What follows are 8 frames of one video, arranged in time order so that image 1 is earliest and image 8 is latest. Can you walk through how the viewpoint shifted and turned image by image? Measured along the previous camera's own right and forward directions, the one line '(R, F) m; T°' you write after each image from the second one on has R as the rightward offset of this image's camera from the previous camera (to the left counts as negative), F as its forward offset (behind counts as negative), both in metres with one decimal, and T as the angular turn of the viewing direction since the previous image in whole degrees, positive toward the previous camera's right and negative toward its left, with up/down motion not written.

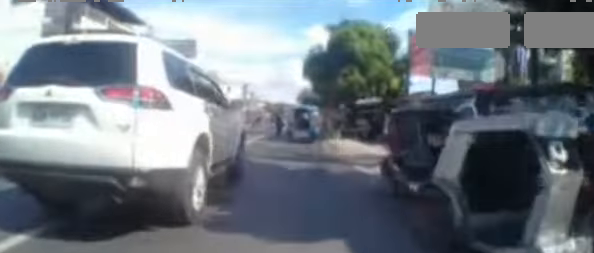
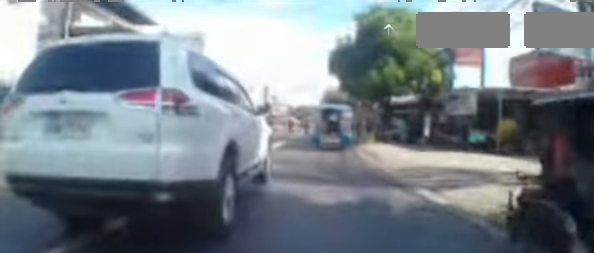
(0.0, +2.7) m; -5°
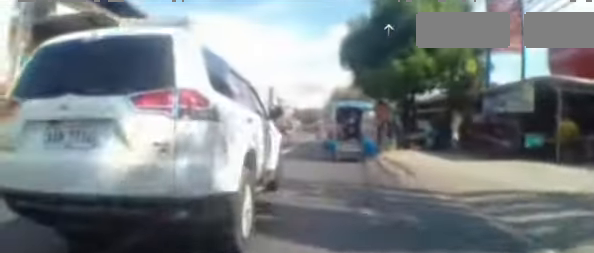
(-0.2, +2.7) m; -6°
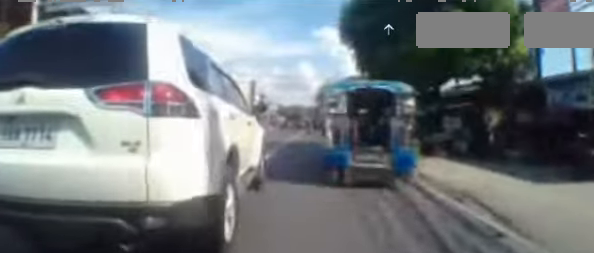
(0.0, +4.1) m; +7°
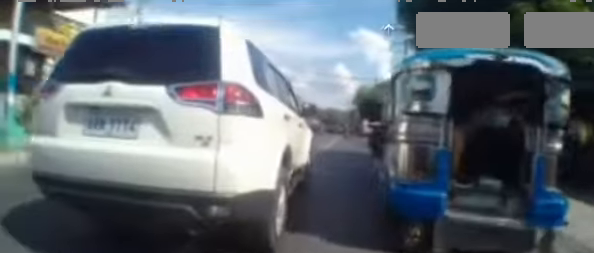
(+0.3, +2.6) m; +2°
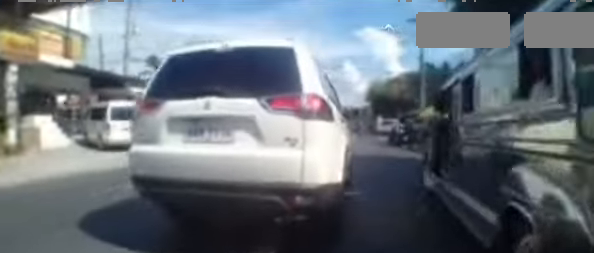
(-0.2, +2.6) m; +2°
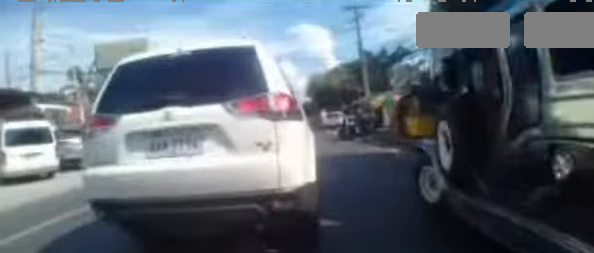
(+0.1, +1.9) m; +5°
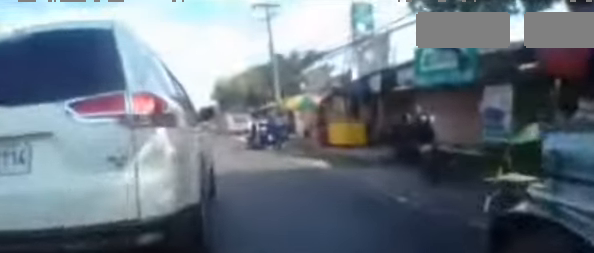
(+0.3, +3.2) m; +4°
